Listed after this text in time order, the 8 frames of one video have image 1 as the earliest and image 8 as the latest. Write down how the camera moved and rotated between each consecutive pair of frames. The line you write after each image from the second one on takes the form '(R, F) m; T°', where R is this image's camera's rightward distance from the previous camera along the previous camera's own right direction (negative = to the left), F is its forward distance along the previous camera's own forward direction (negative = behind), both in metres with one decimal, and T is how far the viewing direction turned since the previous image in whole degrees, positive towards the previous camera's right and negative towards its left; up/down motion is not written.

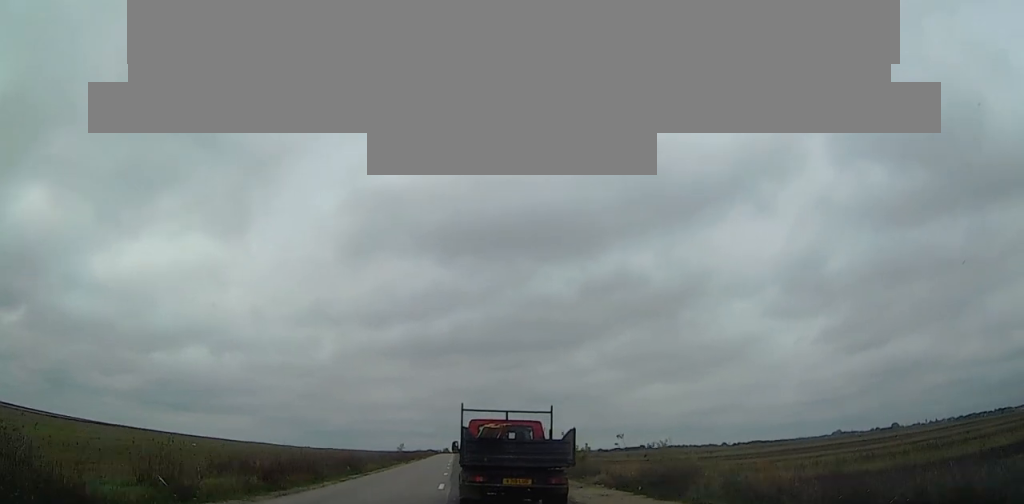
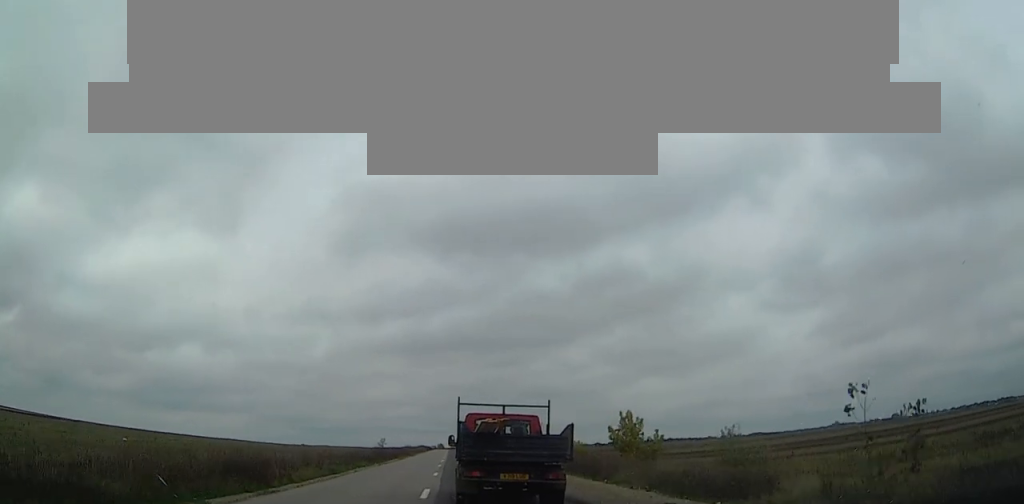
(+0.1, +17.8) m; +1°
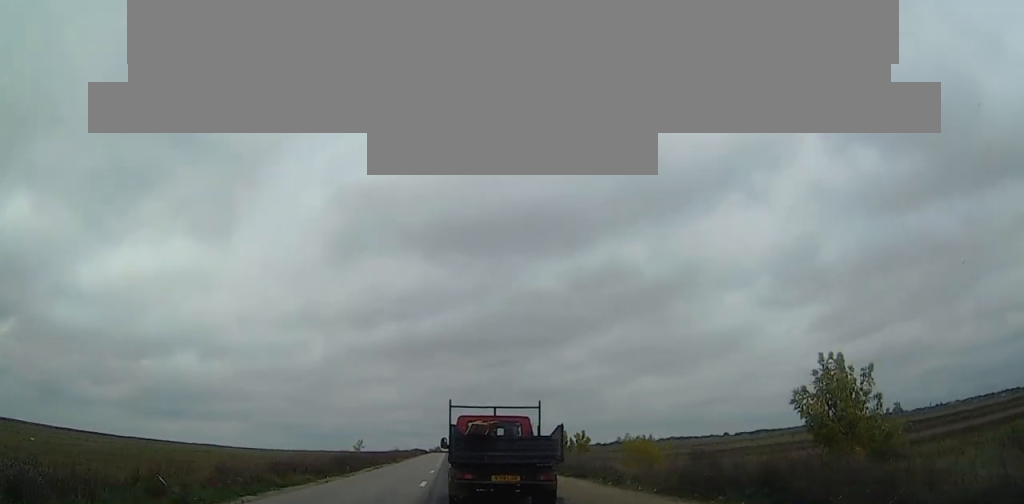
(+0.1, +17.0) m; 0°
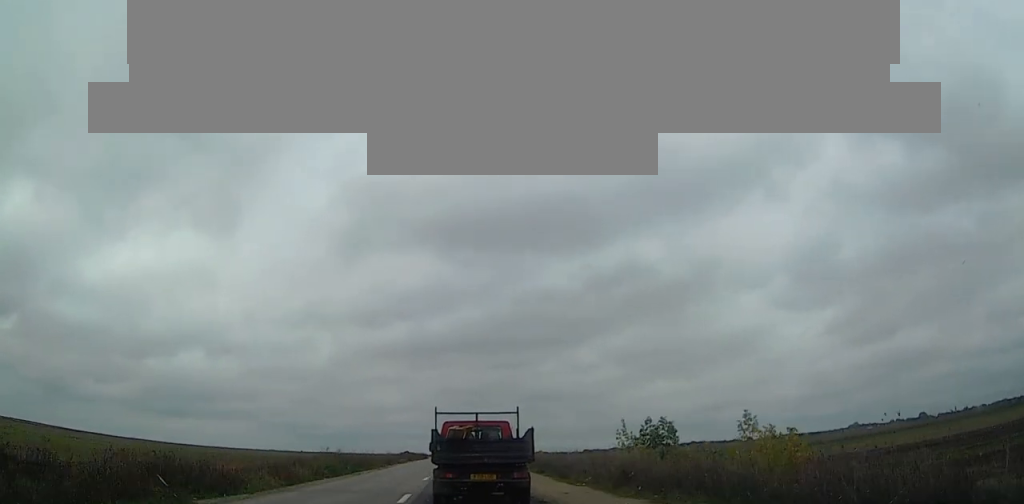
(-0.2, +54.4) m; 0°
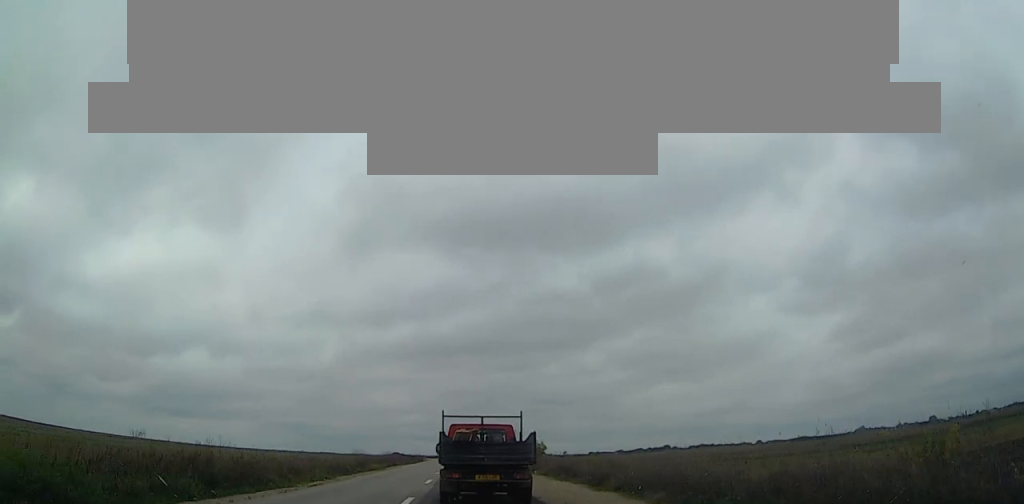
(0.0, +24.9) m; 0°
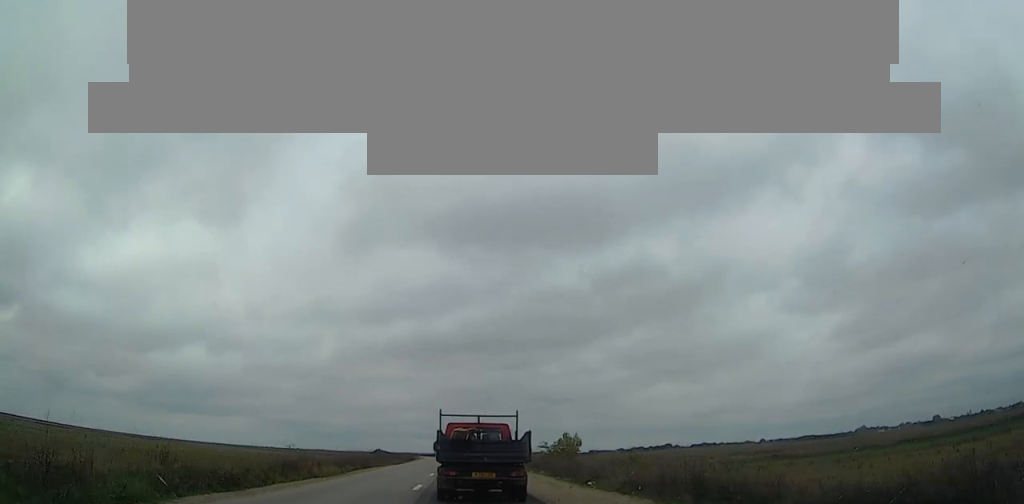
(-0.1, +18.5) m; 0°
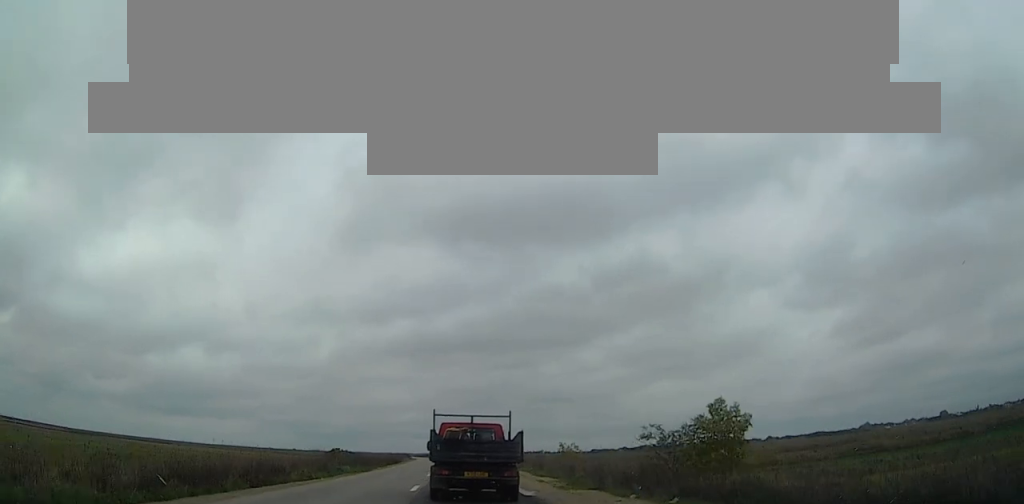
(0.0, +24.7) m; 0°
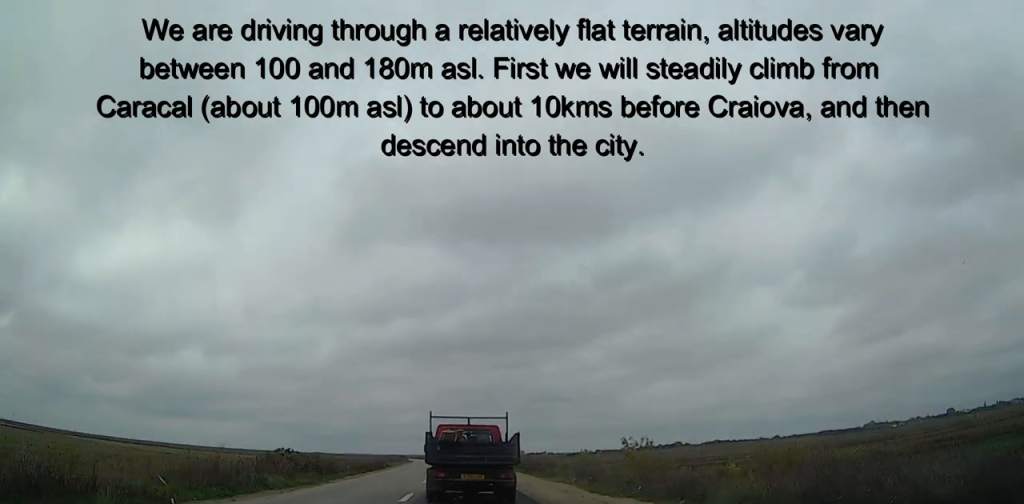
(0.0, +15.1) m; 0°
